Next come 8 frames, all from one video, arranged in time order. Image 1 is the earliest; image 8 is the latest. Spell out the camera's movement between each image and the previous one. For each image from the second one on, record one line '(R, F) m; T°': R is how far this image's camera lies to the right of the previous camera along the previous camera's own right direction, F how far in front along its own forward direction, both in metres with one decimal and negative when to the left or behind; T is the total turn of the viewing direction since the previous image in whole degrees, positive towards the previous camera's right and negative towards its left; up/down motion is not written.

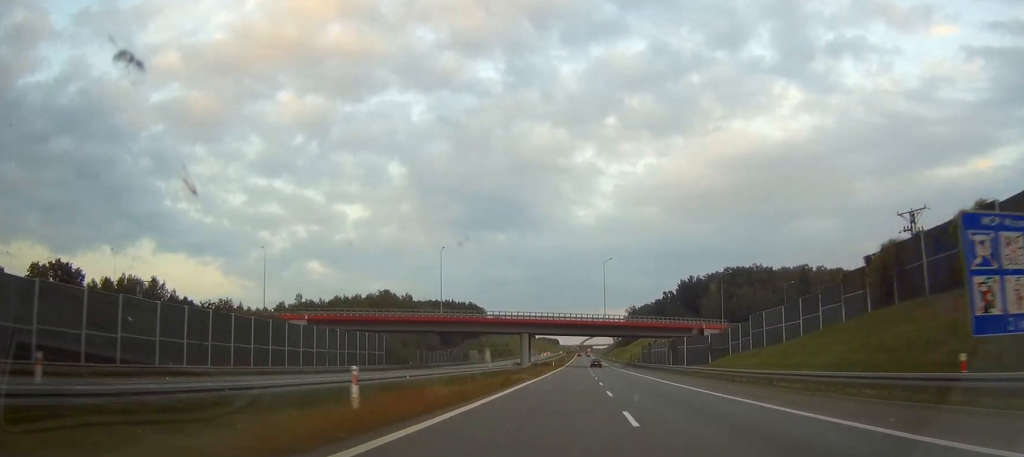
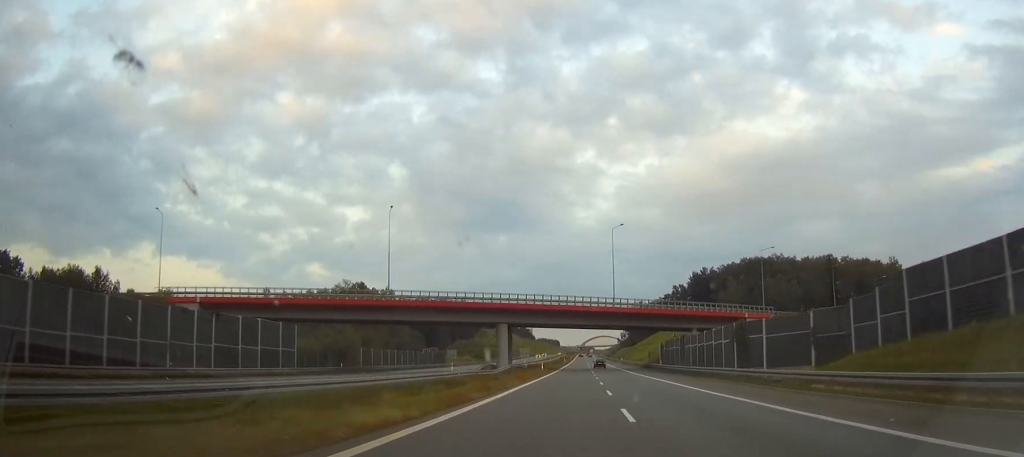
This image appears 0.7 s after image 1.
(+0.1, +33.1) m; 0°
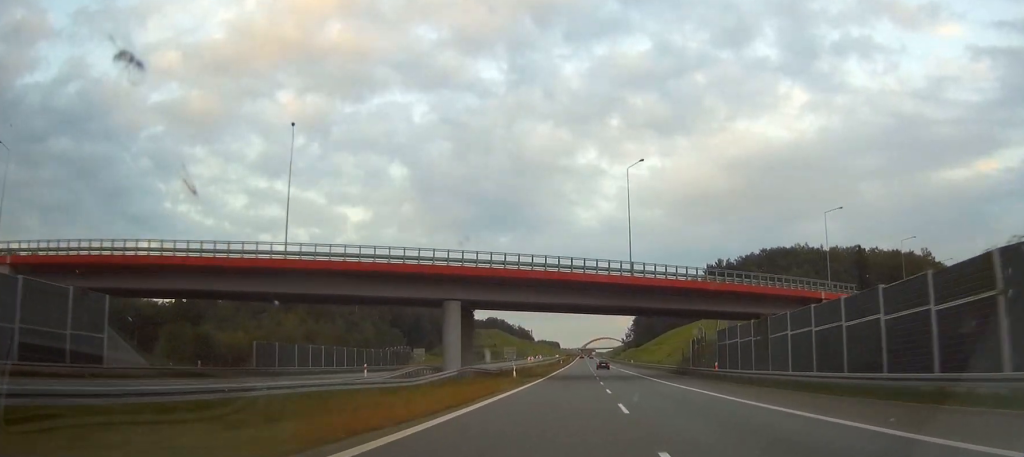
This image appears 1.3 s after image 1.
(0.0, +33.1) m; 0°
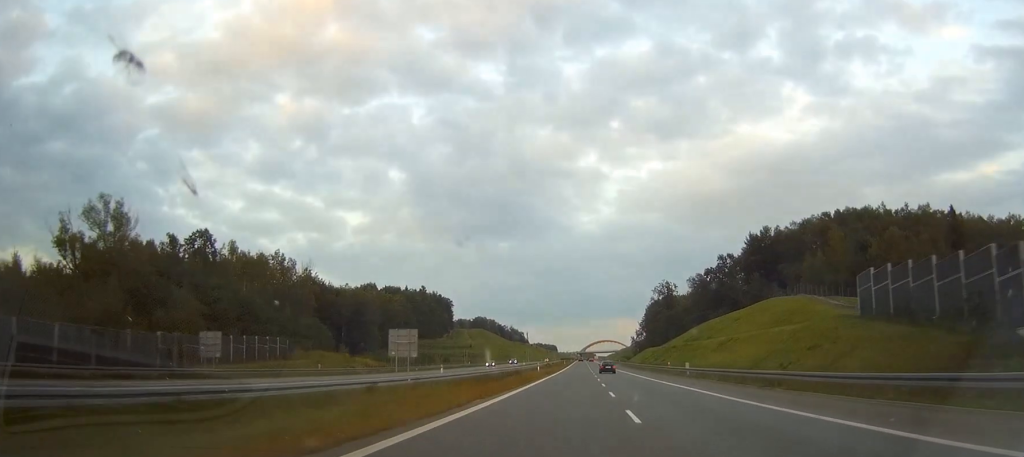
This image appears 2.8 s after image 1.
(0.0, +74.3) m; 0°
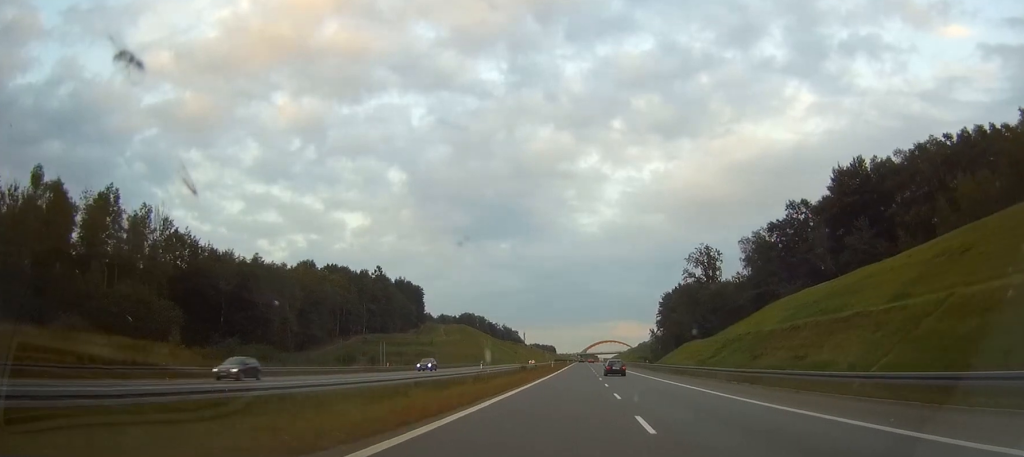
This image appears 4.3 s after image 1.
(0.0, +73.9) m; 0°
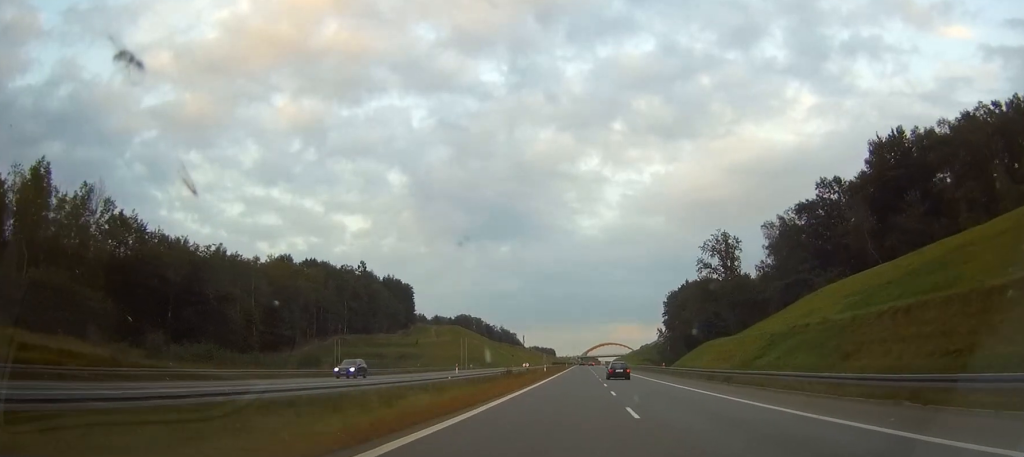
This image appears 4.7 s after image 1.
(0.0, +19.7) m; 0°
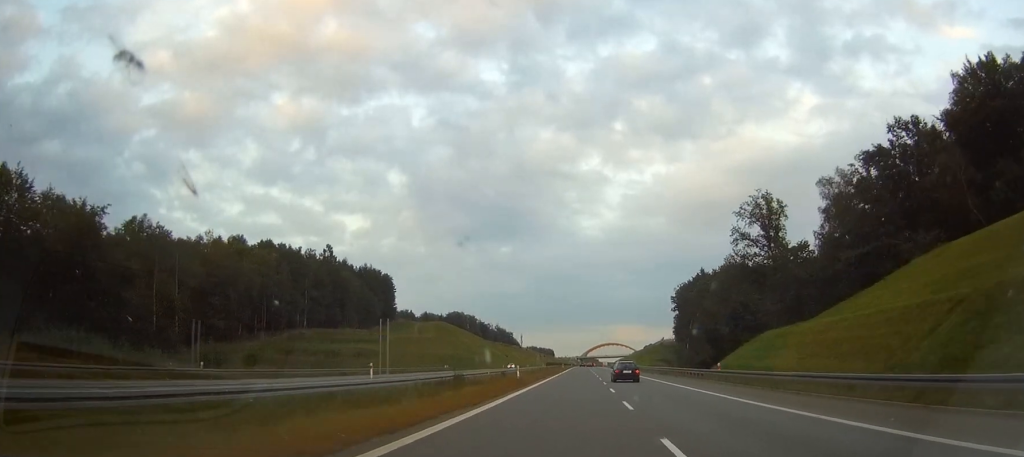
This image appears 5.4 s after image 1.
(0.0, +32.7) m; 0°
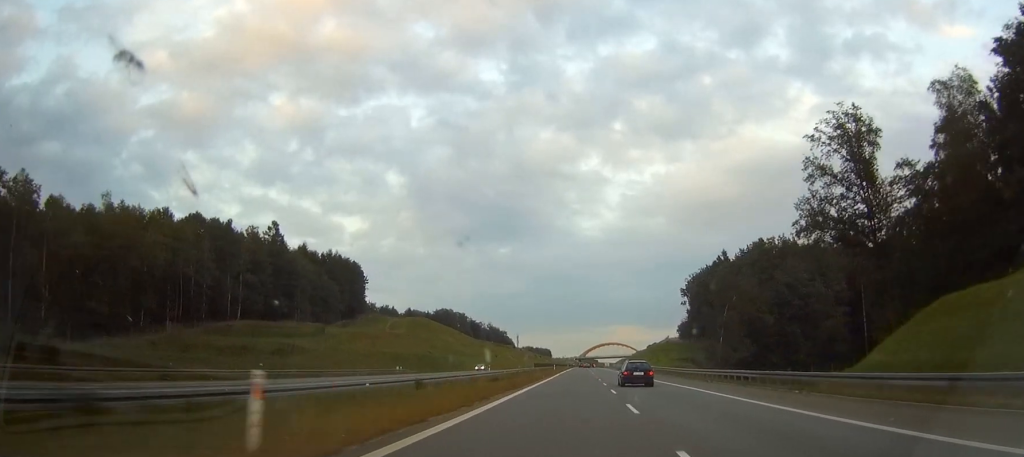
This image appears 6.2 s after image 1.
(0.0, +37.5) m; 0°
